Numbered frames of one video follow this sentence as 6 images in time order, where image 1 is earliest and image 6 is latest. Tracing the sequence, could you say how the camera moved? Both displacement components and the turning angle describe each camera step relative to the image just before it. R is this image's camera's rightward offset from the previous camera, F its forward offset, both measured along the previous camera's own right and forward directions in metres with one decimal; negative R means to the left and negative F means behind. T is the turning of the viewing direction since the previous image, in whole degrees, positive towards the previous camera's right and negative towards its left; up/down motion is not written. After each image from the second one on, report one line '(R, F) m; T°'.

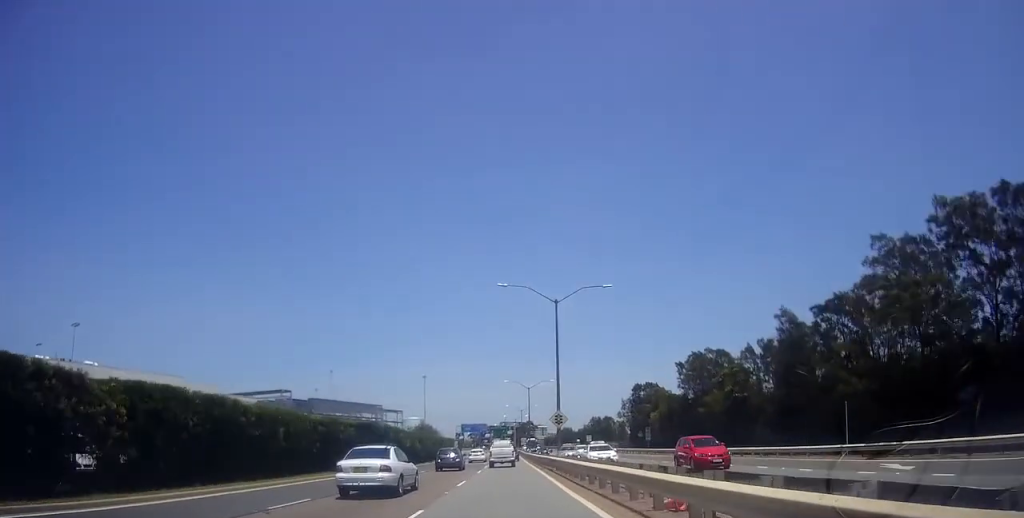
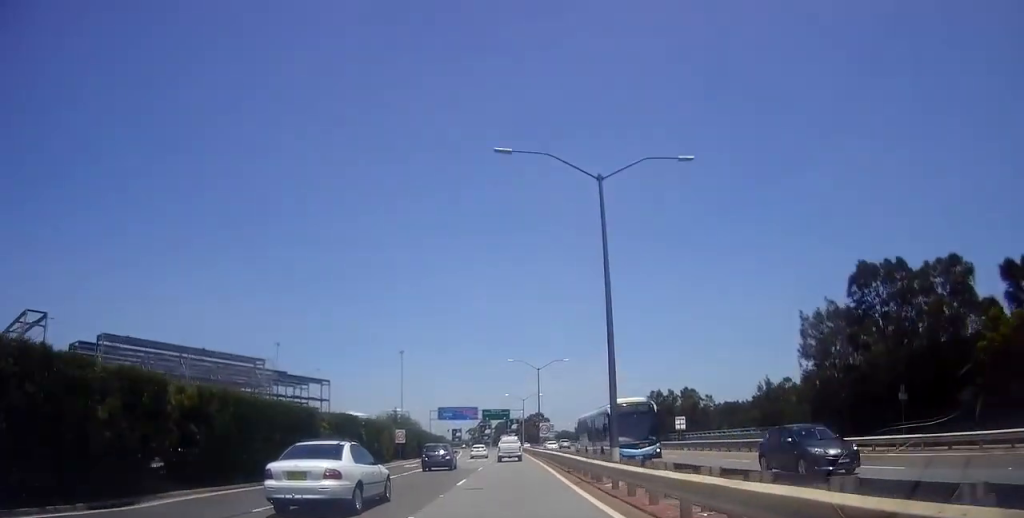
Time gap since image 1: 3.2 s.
(-0.2, +61.6) m; 0°
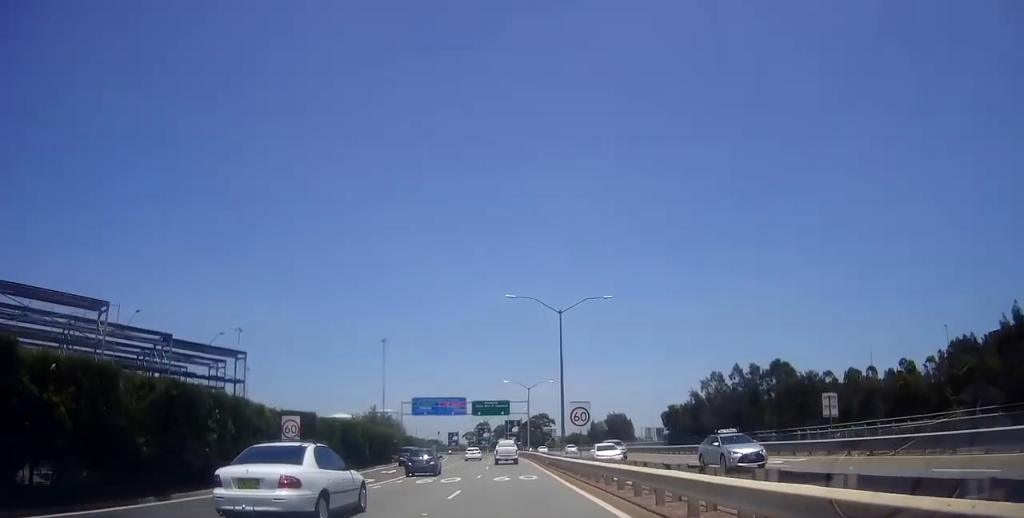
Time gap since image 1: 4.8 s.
(-0.3, +28.3) m; -1°
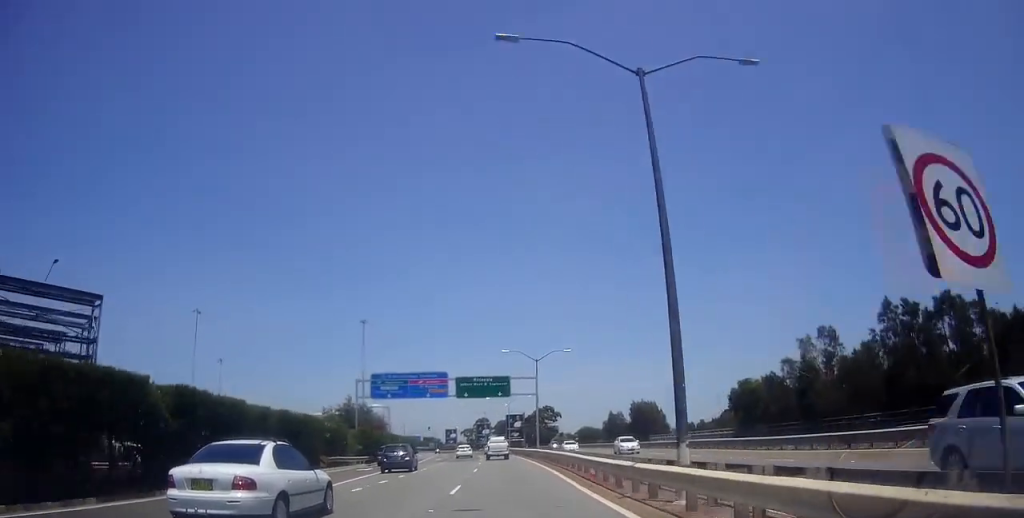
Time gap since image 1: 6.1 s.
(-0.2, +24.0) m; -1°
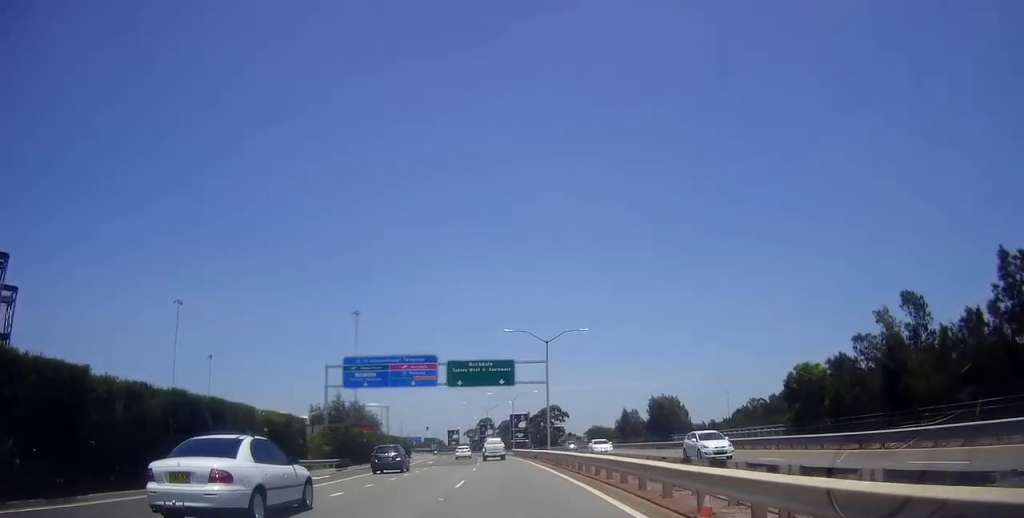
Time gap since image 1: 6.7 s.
(-0.1, +10.6) m; 0°
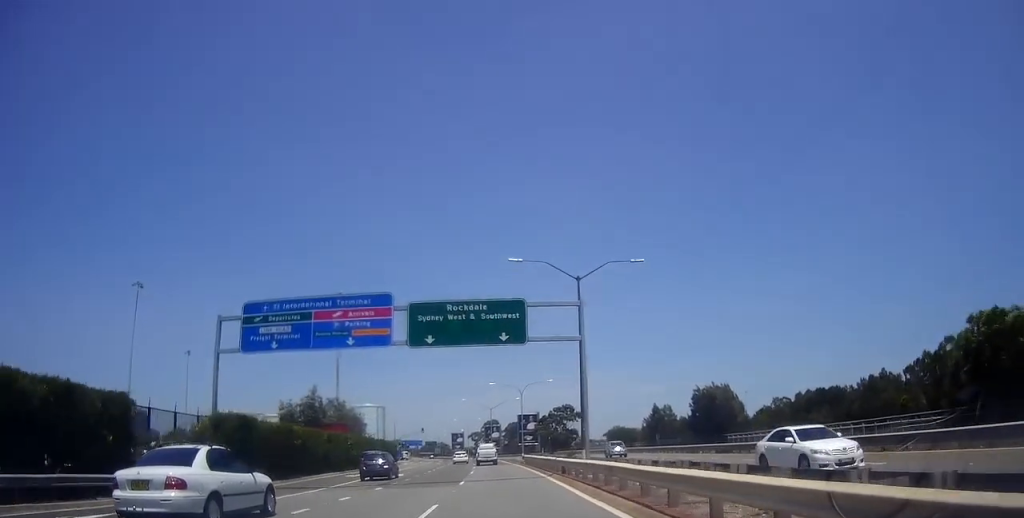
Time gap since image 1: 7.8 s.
(+0.1, +18.9) m; 0°
